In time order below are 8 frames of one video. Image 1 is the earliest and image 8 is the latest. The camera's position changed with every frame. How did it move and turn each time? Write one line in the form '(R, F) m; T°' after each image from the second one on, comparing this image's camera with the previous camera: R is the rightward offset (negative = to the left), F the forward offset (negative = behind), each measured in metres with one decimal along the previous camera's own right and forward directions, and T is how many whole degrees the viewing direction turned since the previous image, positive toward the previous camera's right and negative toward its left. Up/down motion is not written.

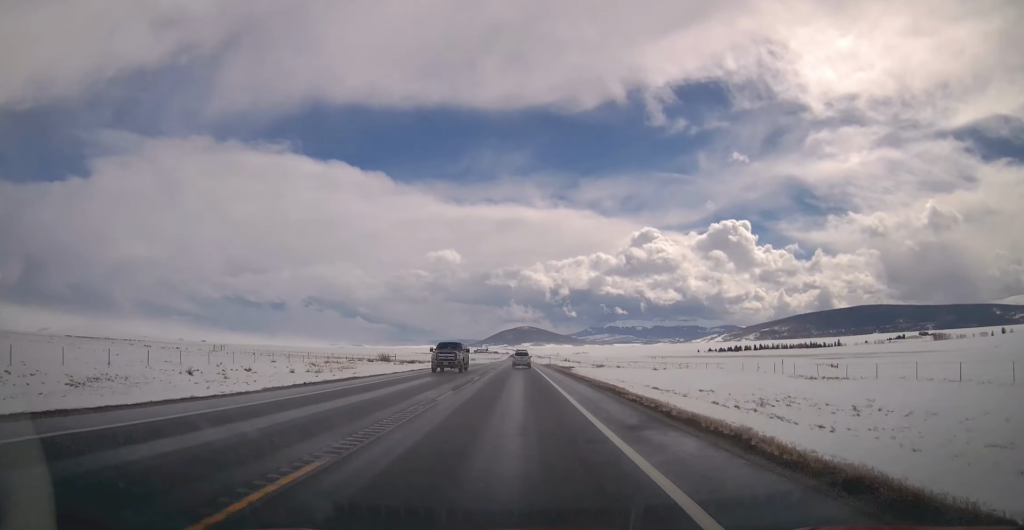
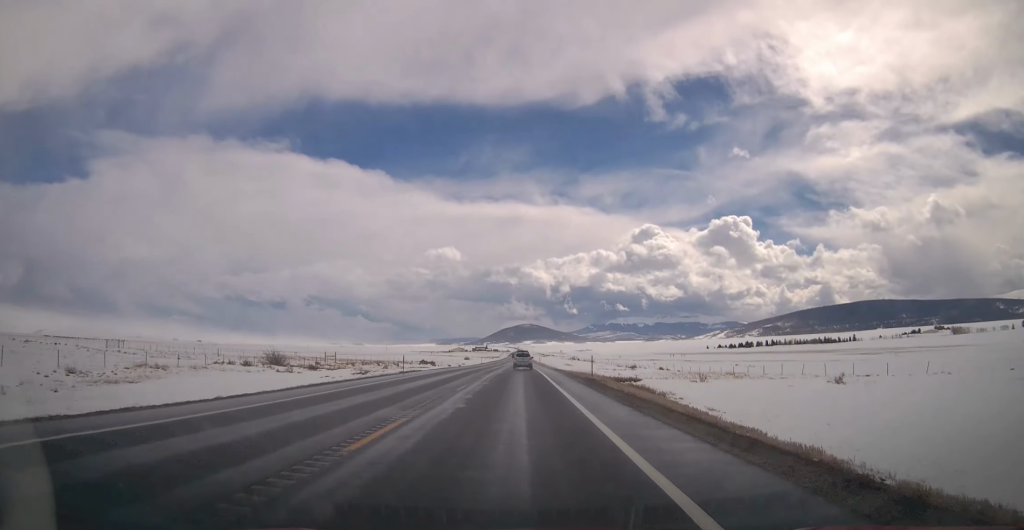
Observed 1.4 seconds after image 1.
(-0.1, +44.2) m; -1°
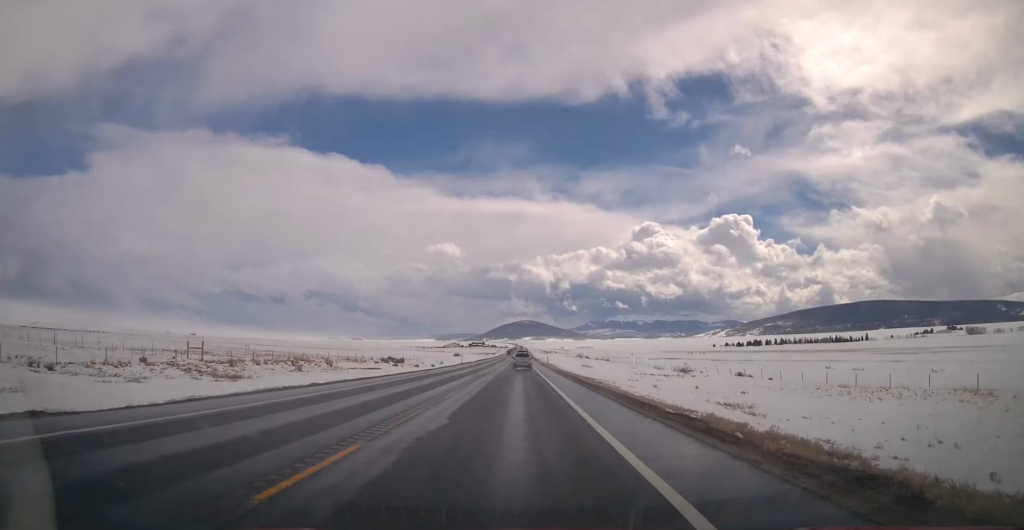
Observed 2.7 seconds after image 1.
(-0.7, +39.8) m; 0°
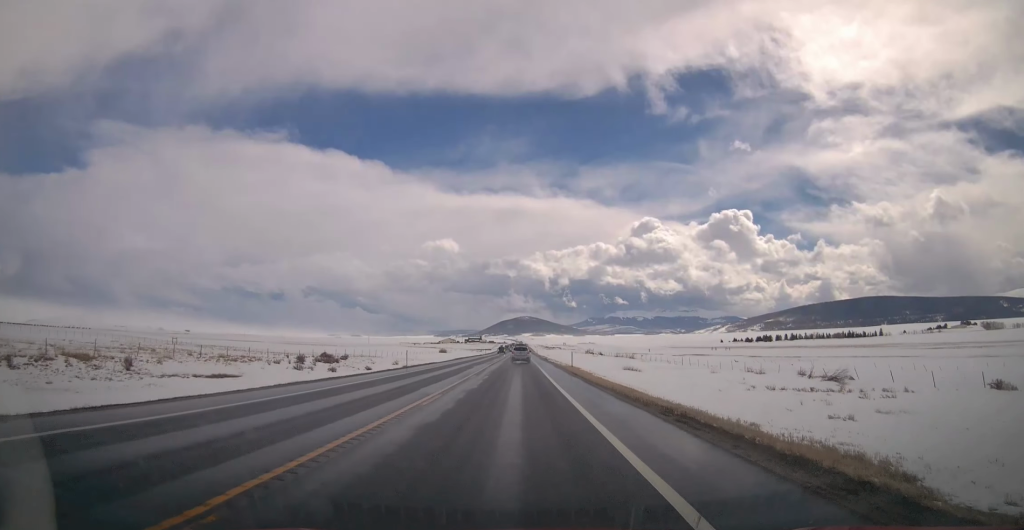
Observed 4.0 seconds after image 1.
(+0.9, +39.9) m; +1°
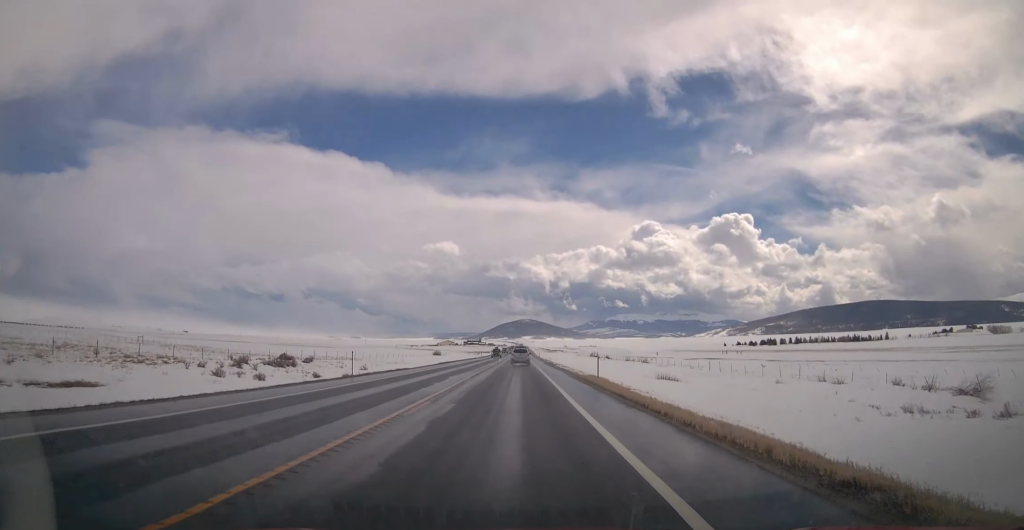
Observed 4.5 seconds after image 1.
(0.0, +14.4) m; 0°
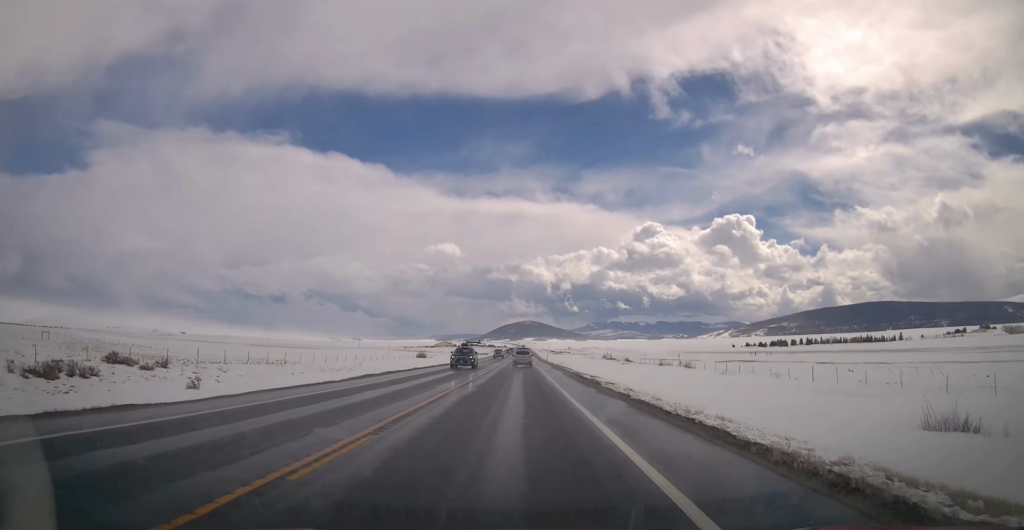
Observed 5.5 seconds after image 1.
(0.0, +30.3) m; -1°
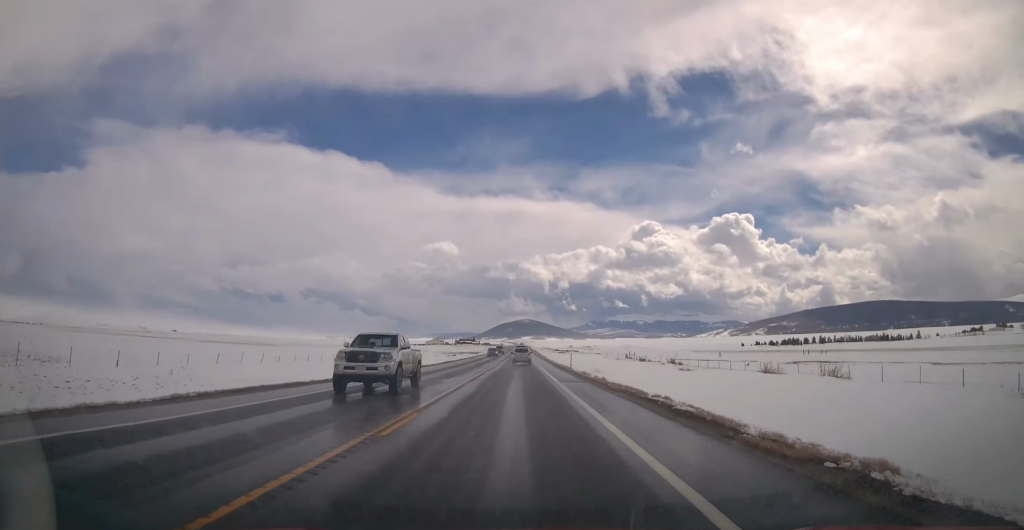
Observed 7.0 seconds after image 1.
(-0.5, +46.2) m; 0°
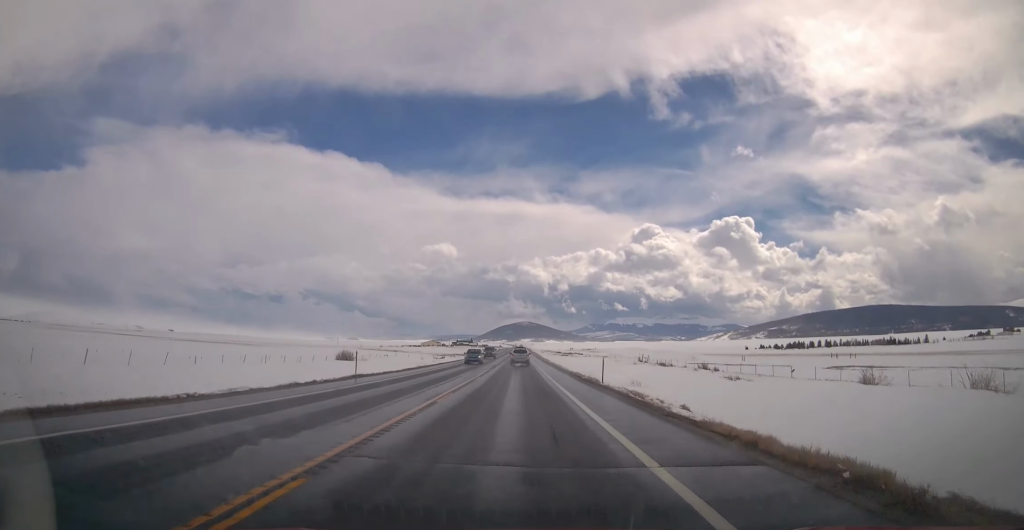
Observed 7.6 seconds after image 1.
(+0.3, +17.9) m; +1°
